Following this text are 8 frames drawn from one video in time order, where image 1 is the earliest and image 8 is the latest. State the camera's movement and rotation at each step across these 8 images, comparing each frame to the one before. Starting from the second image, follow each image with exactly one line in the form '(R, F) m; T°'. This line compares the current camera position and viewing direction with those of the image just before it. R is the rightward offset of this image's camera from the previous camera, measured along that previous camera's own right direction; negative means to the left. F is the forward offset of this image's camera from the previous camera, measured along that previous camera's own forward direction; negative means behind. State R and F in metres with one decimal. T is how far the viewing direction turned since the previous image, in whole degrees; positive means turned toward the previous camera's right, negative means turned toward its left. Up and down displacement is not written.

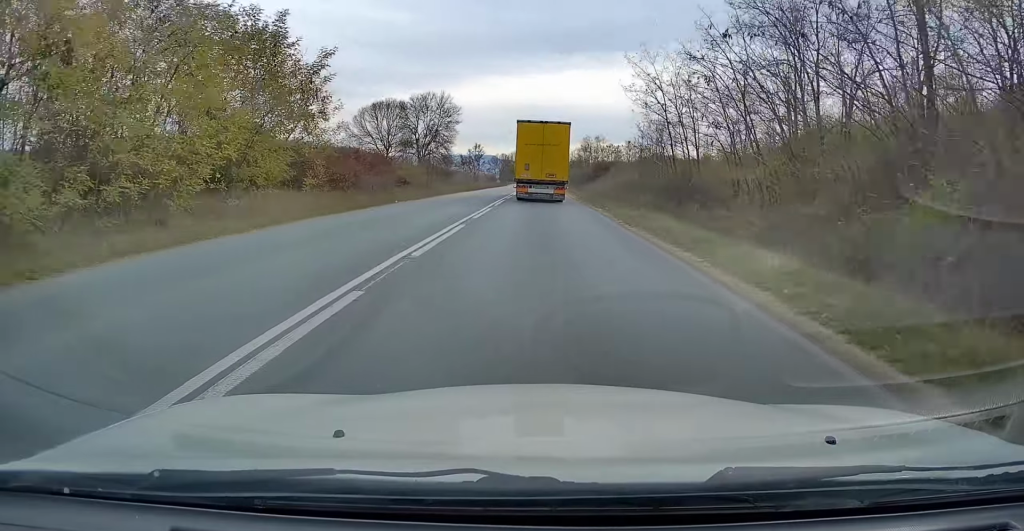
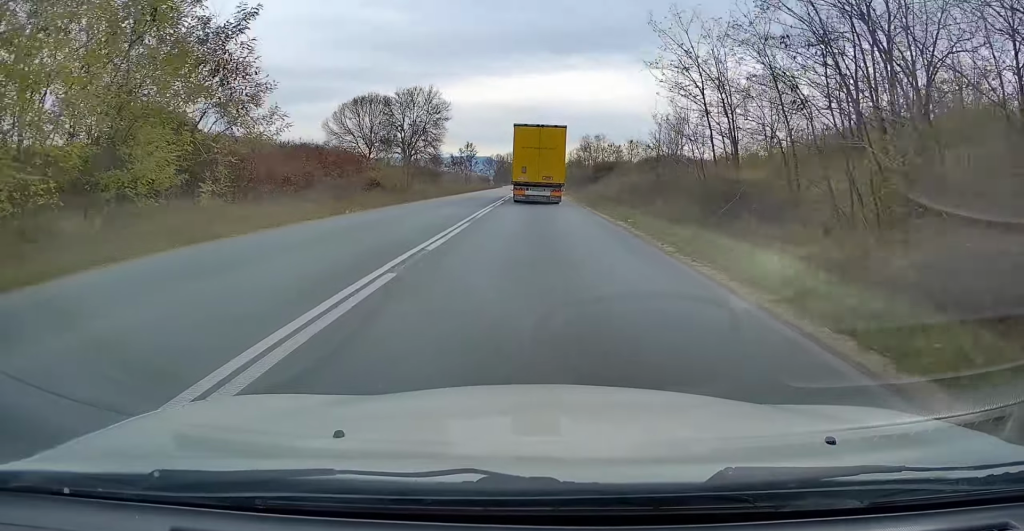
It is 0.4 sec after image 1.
(0.0, +7.5) m; 0°
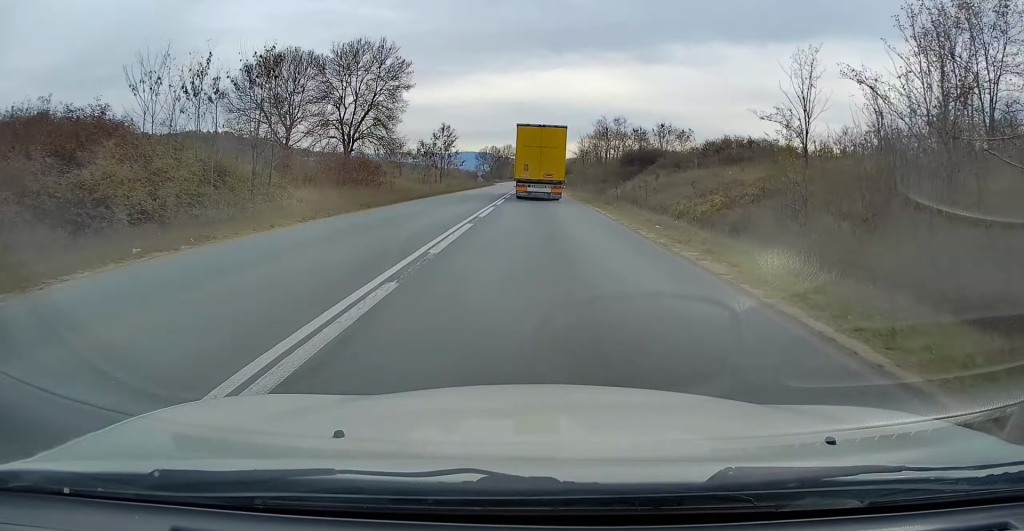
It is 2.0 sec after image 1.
(0.0, +27.2) m; 0°
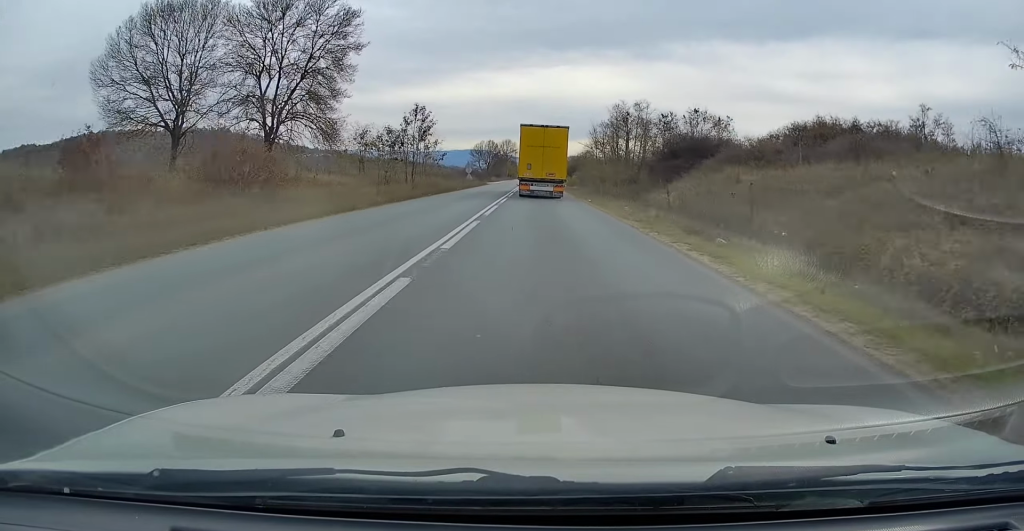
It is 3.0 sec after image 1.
(0.0, +17.6) m; 0°
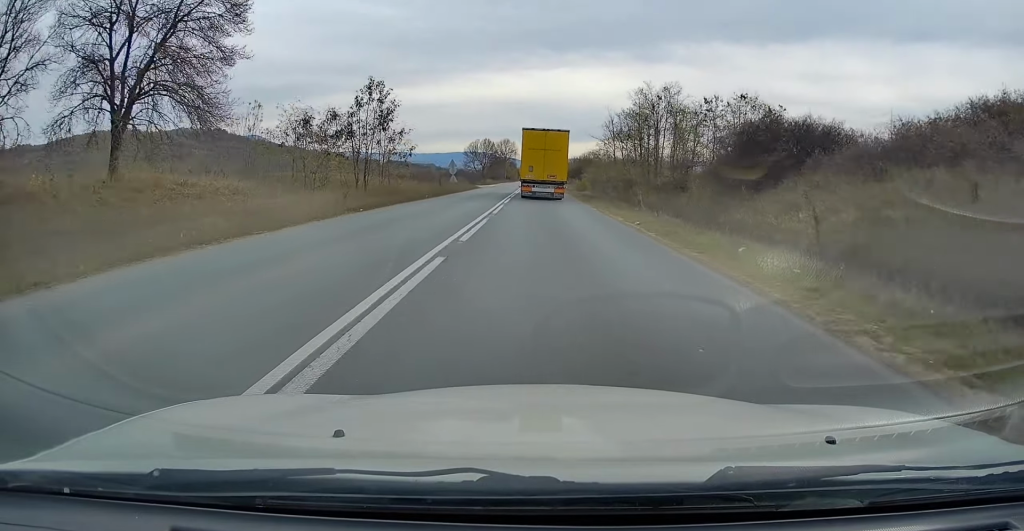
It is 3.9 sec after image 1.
(0.0, +16.1) m; -1°
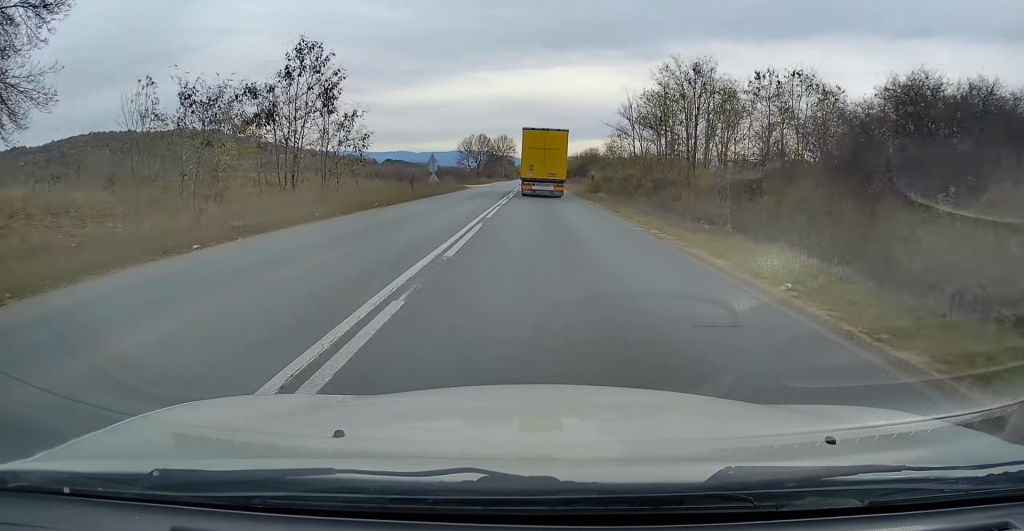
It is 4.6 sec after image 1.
(-0.1, +12.0) m; 0°
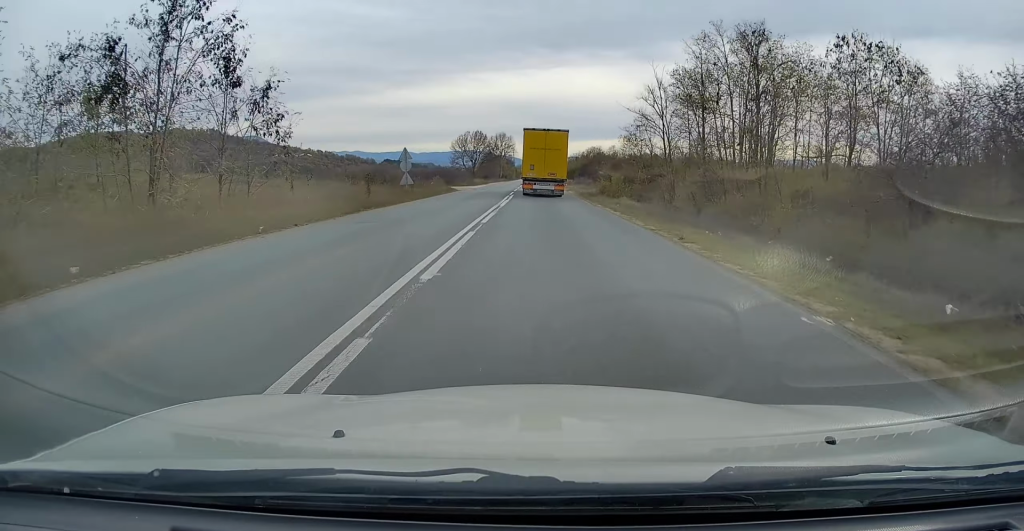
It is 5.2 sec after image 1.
(+0.1, +11.0) m; 0°
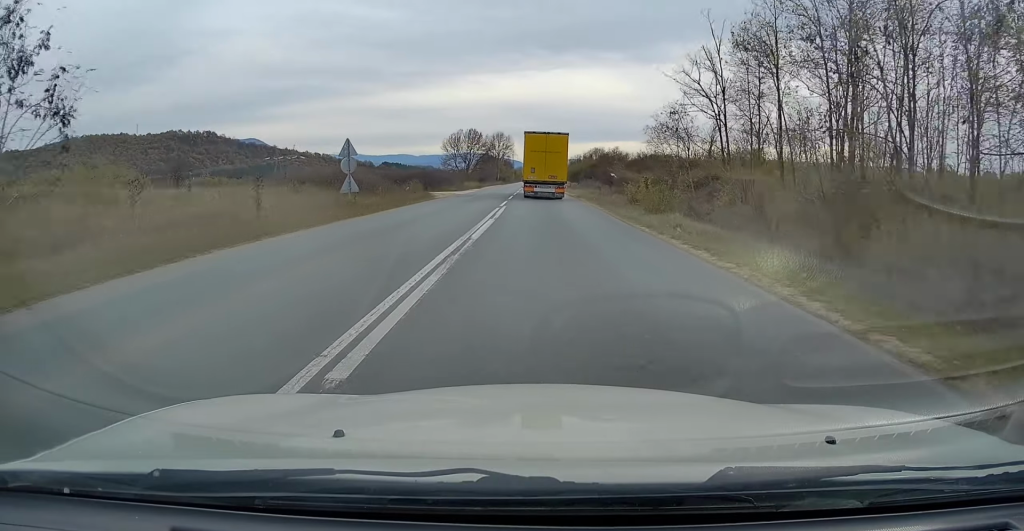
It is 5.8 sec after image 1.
(0.0, +12.3) m; 0°
